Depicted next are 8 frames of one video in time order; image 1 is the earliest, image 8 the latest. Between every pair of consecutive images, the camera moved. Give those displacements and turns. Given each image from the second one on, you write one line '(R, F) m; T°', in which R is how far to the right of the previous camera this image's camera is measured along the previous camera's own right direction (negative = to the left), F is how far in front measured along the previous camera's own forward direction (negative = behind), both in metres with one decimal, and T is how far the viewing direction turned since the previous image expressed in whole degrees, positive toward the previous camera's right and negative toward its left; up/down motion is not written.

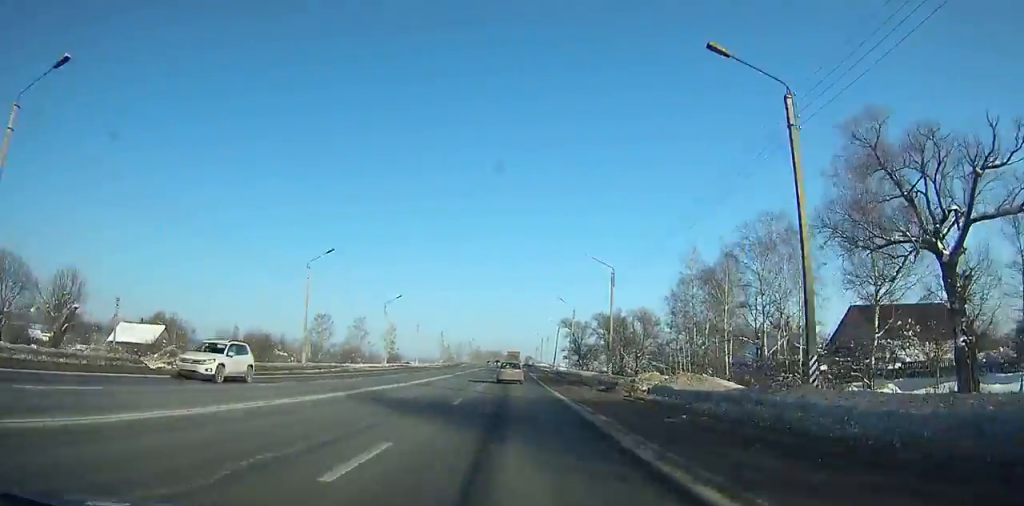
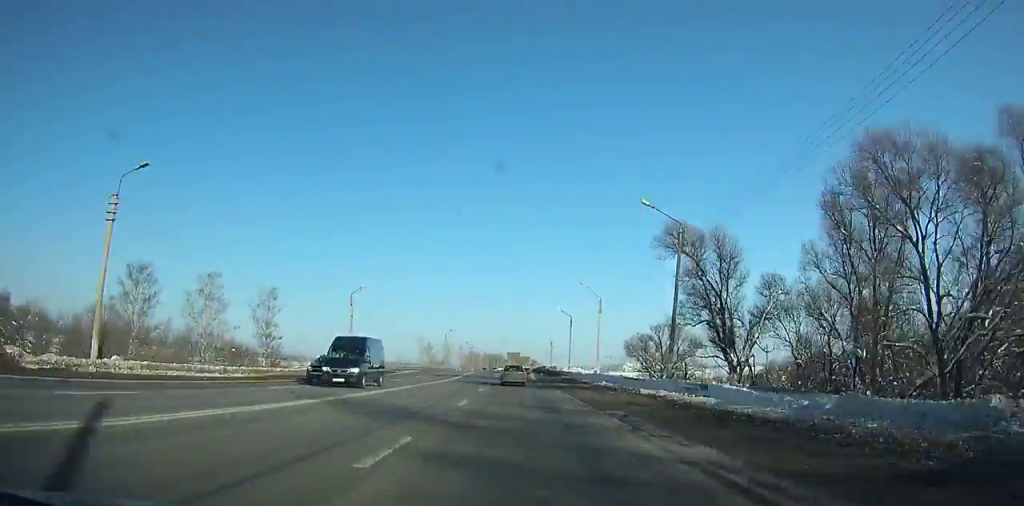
(-0.7, +94.0) m; 0°
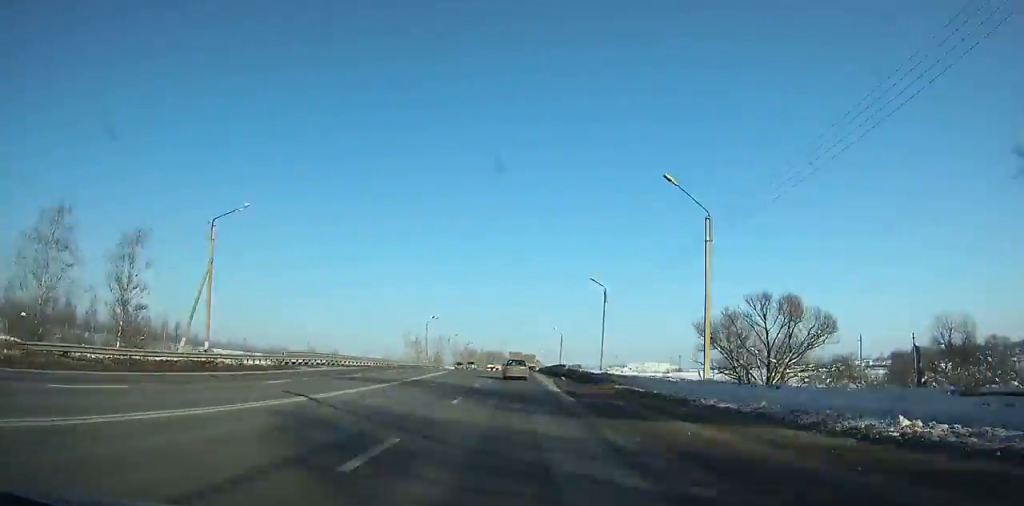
(0.0, +35.5) m; 0°
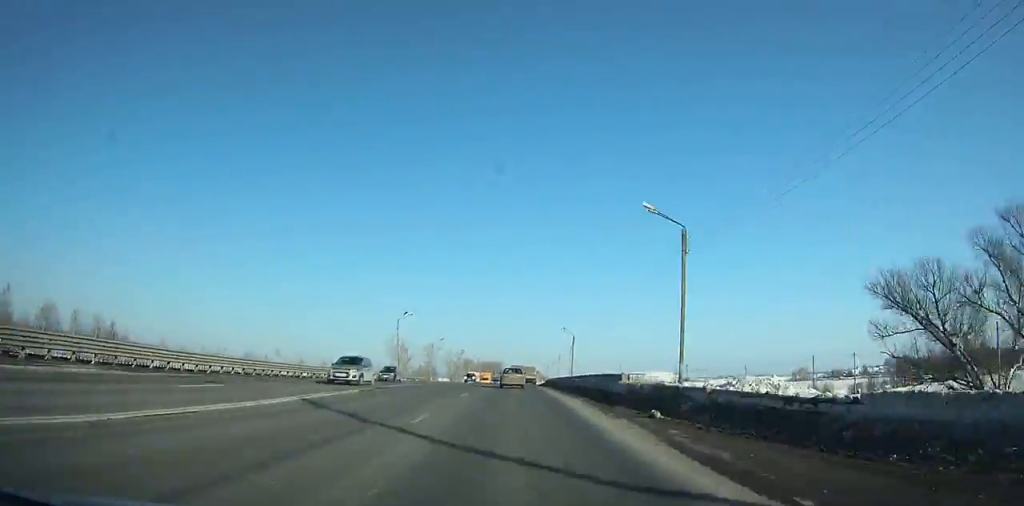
(+0.1, +29.5) m; 0°
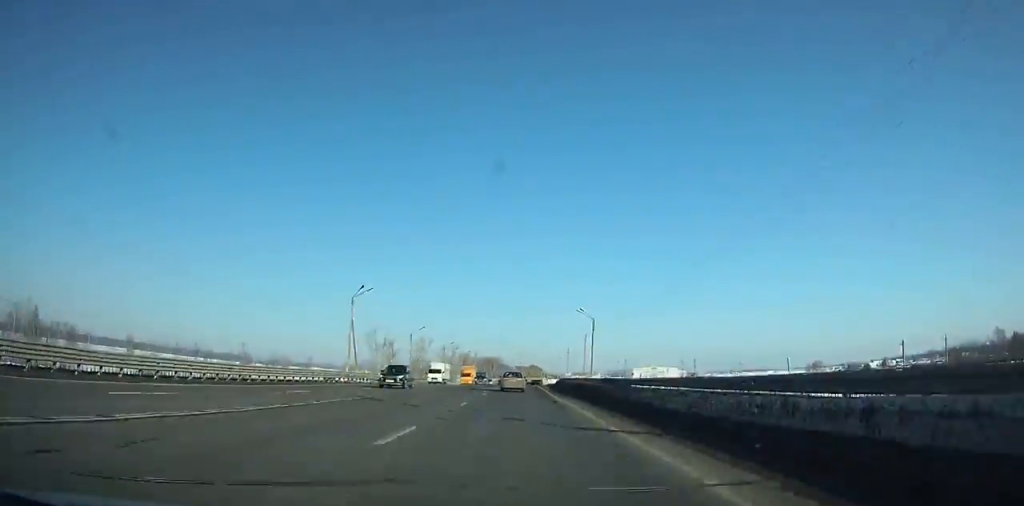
(+0.1, +27.4) m; 0°
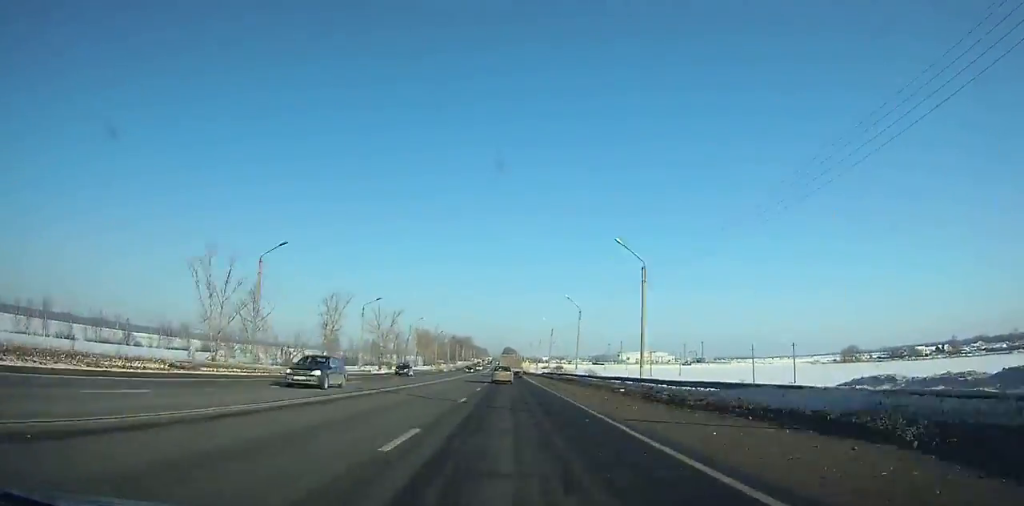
(+1.2, +98.3) m; +1°
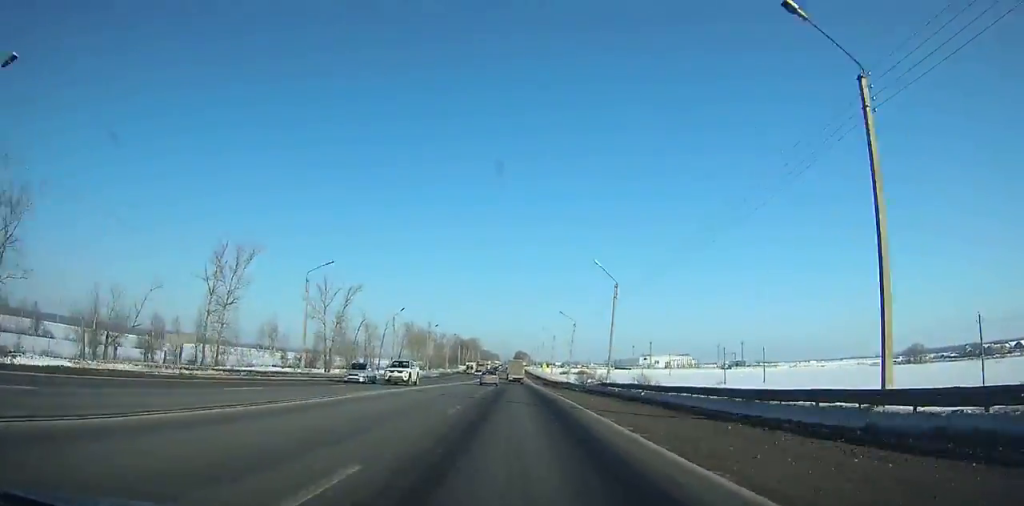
(-0.2, +64.2) m; -1°
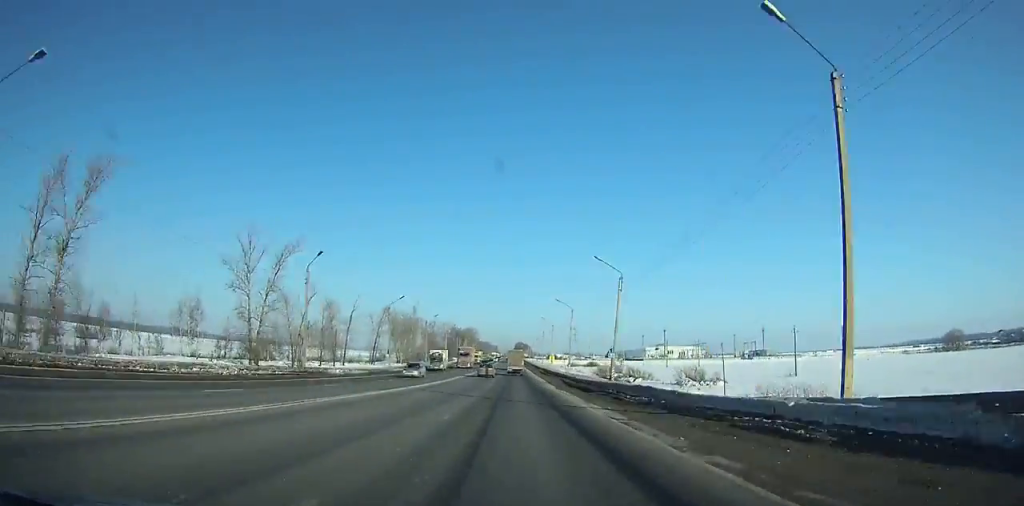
(-0.2, +38.9) m; 0°
